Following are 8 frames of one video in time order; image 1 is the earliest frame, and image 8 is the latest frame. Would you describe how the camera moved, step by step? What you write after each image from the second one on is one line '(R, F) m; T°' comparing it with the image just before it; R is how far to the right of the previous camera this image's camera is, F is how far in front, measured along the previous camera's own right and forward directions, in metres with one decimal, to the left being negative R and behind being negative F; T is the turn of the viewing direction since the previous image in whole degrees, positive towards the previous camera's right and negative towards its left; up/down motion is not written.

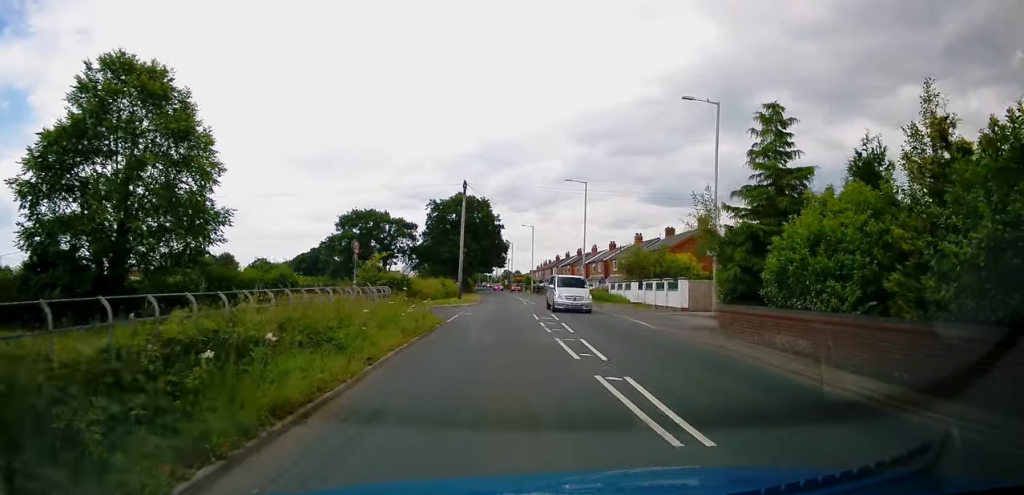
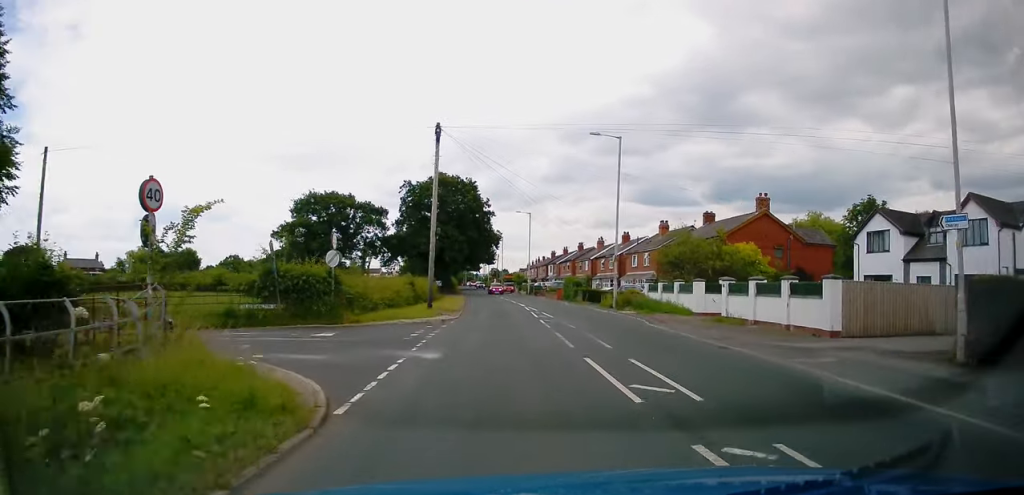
(+0.5, +16.2) m; +3°
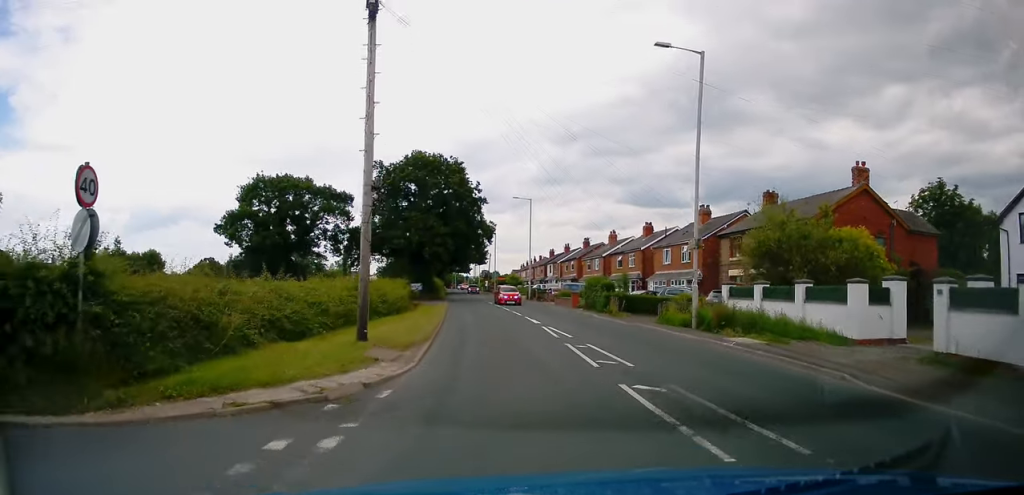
(0.0, +14.6) m; 0°
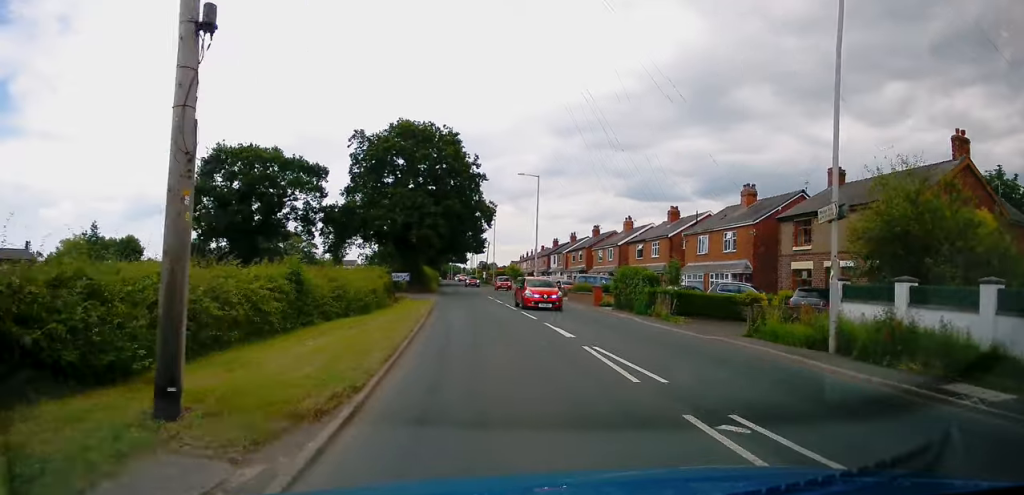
(0.0, +8.9) m; 0°
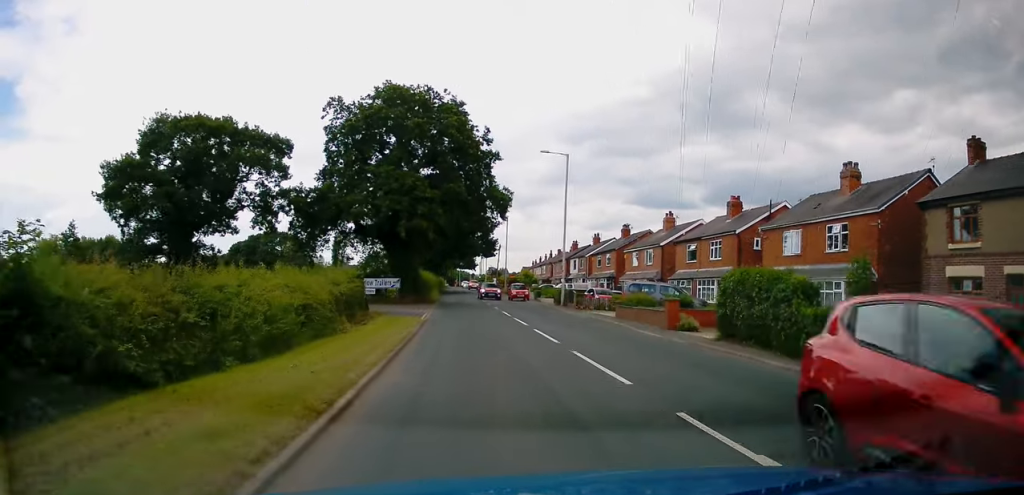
(0.0, +11.9) m; -1°
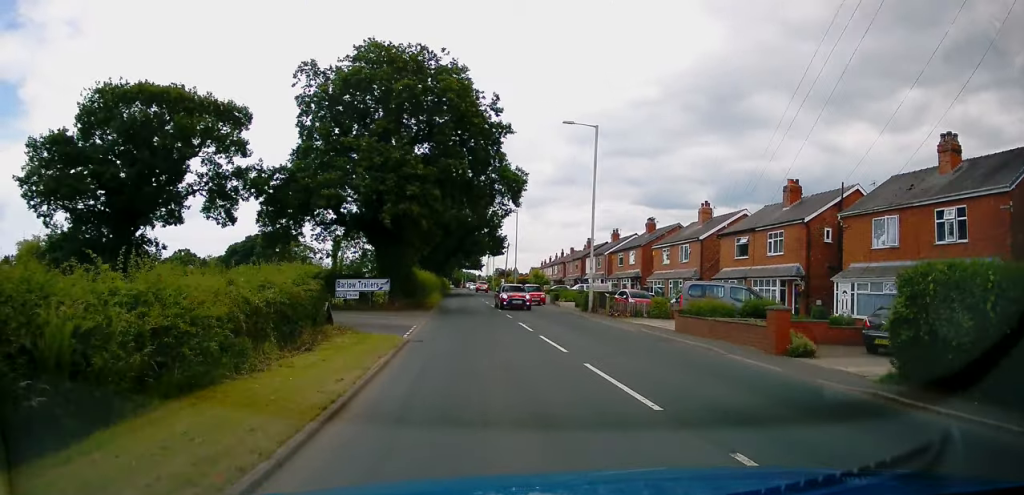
(0.0, +7.5) m; -1°
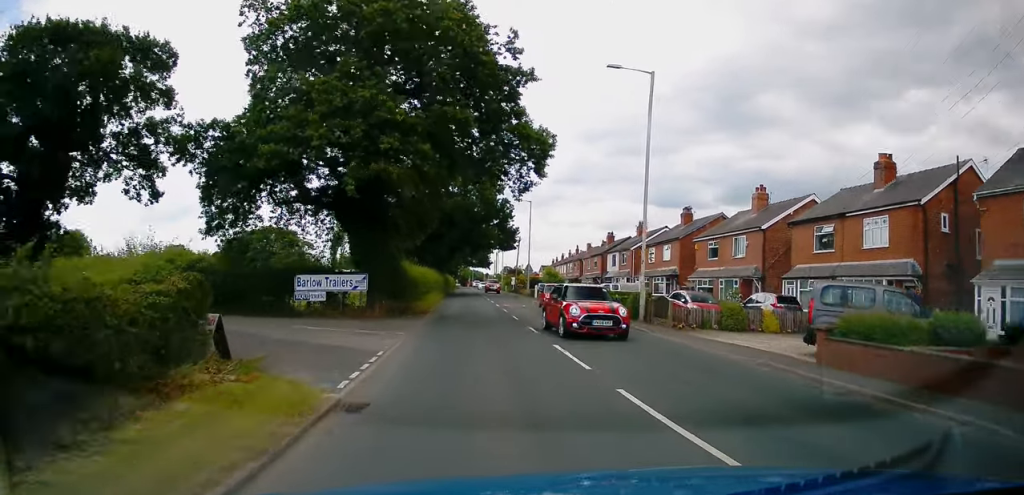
(-0.3, +9.0) m; 0°
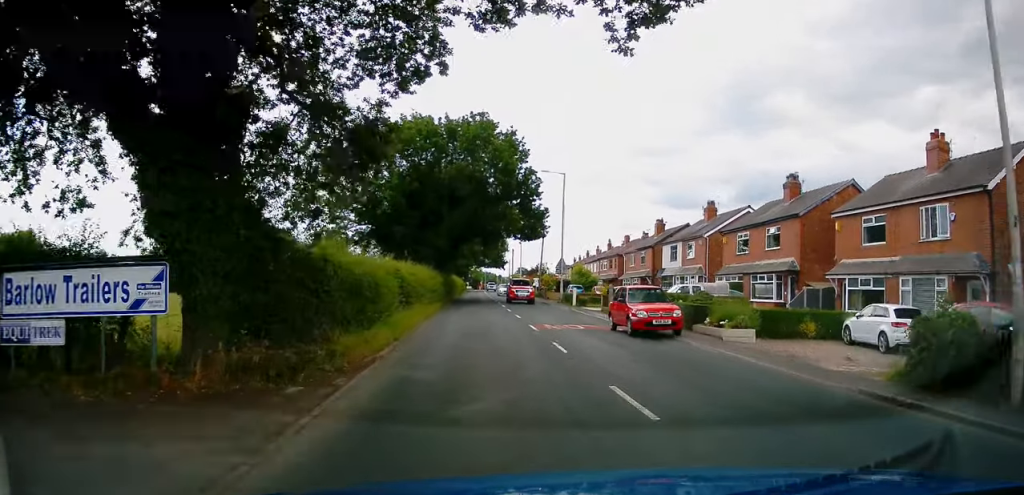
(+0.4, +16.9) m; 0°
